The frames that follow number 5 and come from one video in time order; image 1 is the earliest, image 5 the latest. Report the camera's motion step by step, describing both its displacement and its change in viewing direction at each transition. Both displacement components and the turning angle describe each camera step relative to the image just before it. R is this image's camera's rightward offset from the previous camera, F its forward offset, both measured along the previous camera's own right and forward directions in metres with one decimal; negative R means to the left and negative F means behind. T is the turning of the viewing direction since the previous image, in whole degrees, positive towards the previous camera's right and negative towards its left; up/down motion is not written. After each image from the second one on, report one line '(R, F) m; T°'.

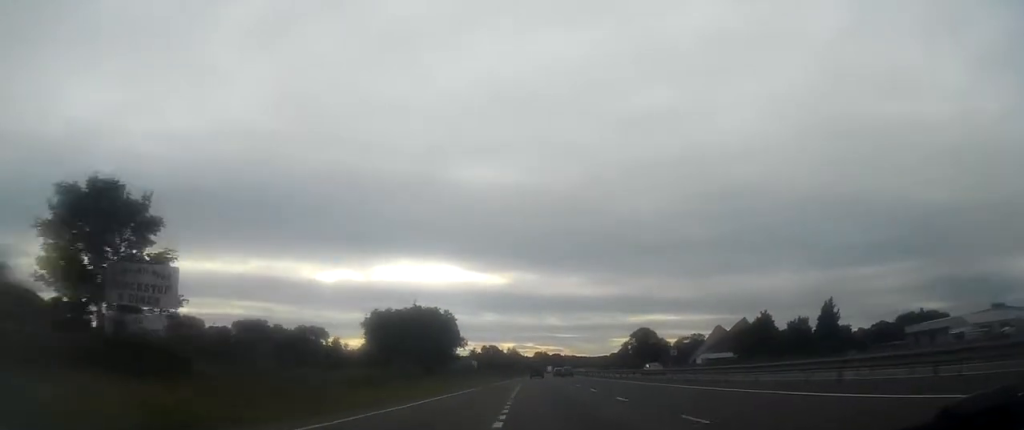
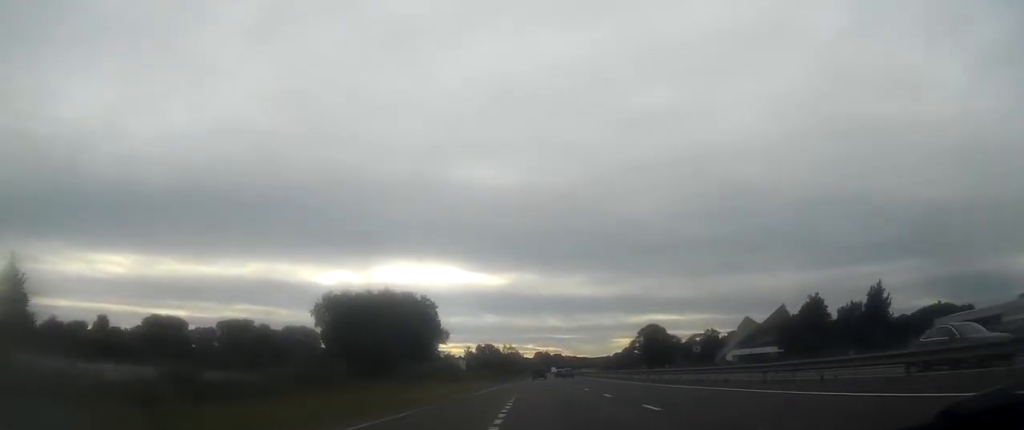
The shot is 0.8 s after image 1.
(0.0, +22.9) m; 0°
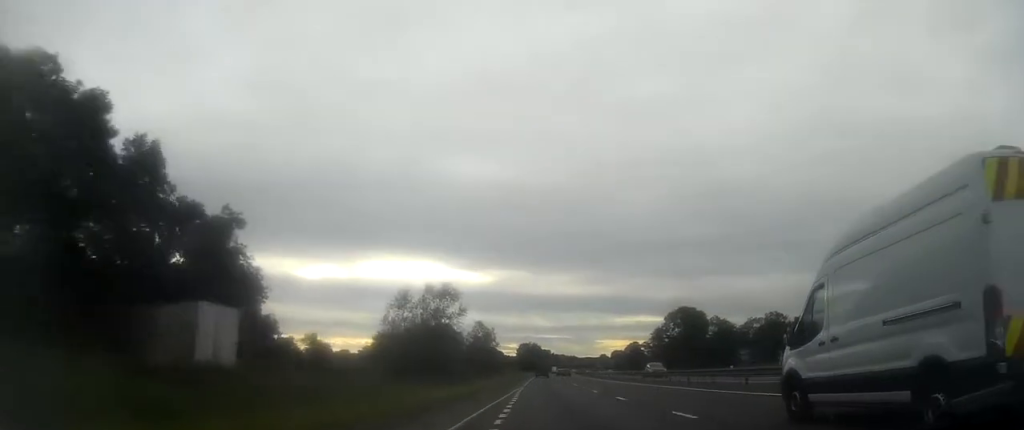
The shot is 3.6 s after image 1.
(+0.9, +84.4) m; +1°
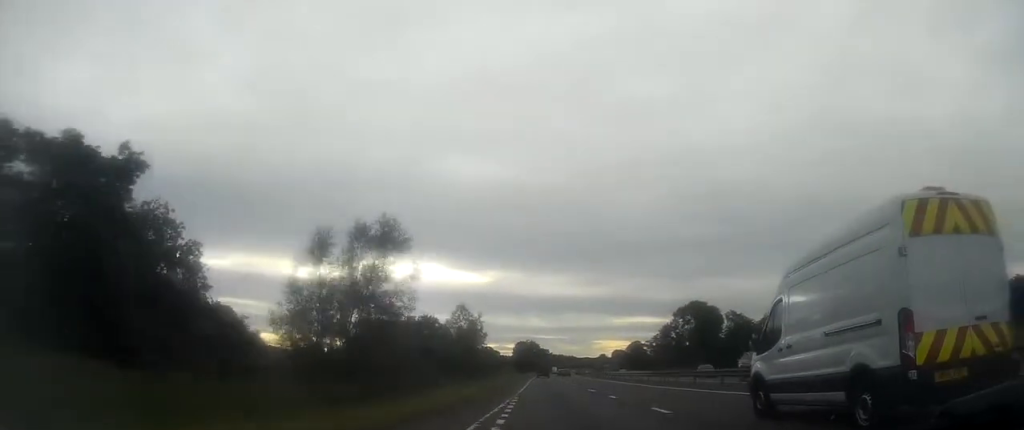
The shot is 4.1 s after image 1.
(0.0, +15.9) m; 0°
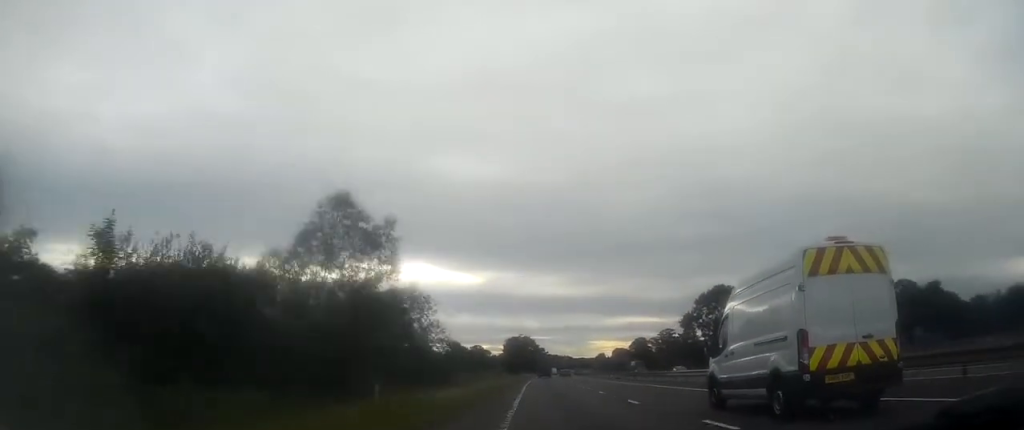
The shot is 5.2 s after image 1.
(0.0, +31.8) m; +1°
